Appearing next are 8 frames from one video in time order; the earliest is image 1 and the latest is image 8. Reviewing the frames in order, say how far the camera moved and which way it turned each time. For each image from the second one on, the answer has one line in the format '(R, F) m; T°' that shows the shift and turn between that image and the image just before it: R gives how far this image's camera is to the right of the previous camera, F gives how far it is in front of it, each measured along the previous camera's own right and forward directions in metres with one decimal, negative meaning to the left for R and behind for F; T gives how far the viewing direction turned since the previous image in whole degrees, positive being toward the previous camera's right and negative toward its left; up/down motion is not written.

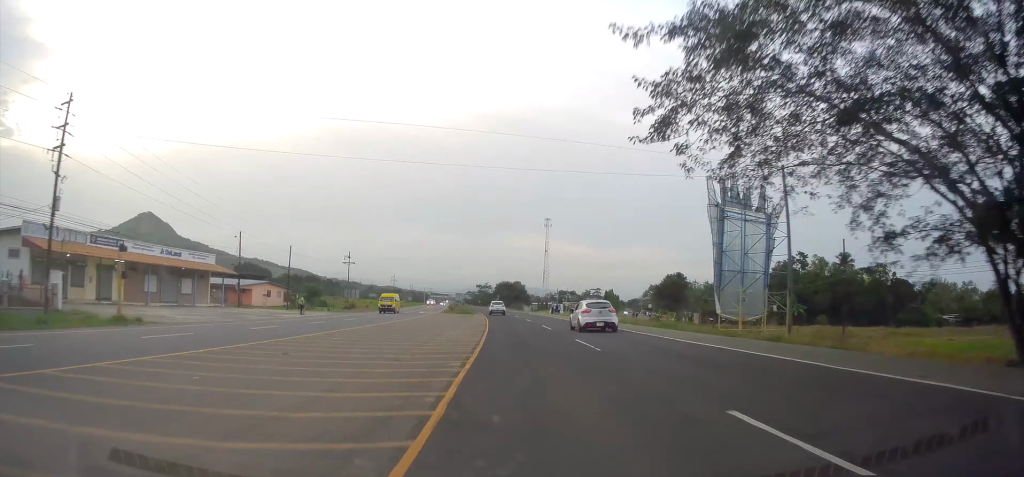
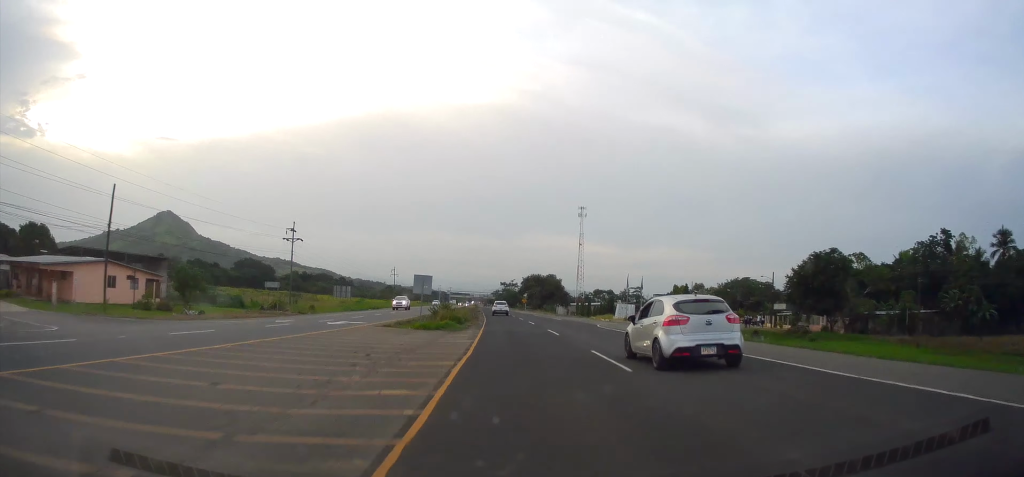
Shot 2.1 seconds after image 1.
(-0.3, +46.7) m; -2°
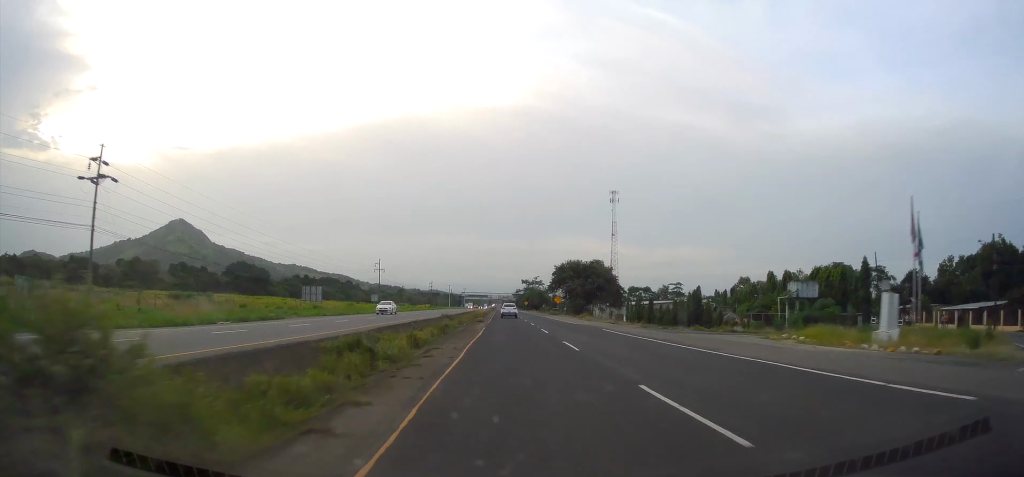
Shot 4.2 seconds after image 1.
(-1.4, +47.0) m; -3°
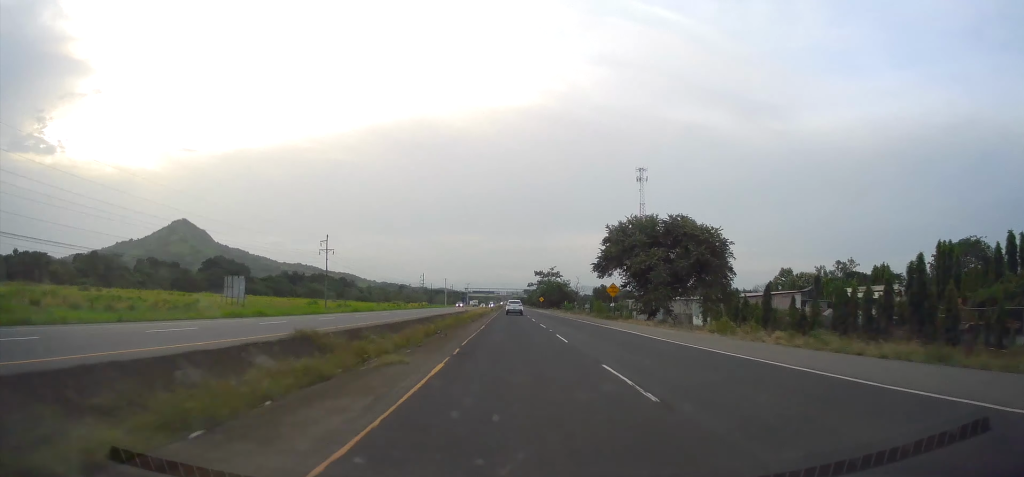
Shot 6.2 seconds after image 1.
(-0.6, +45.7) m; -1°
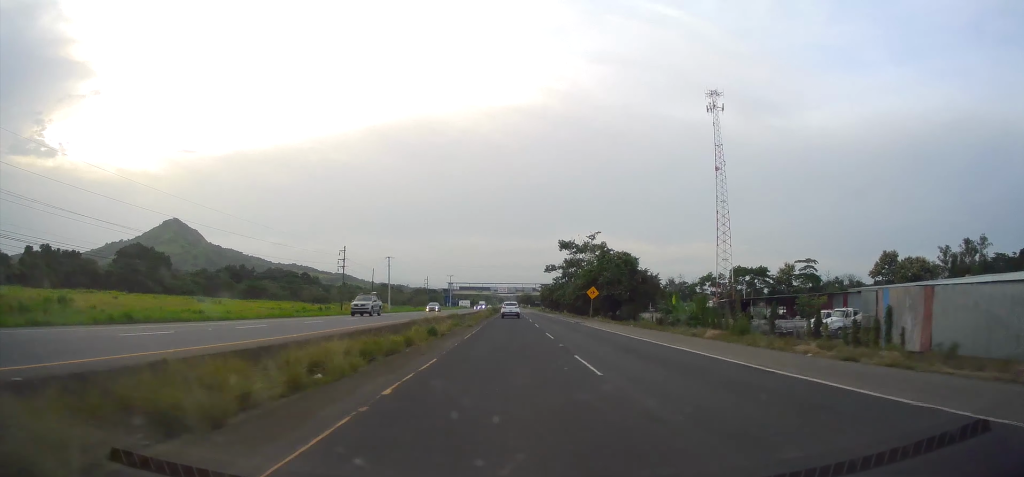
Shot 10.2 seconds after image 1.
(-0.5, +93.0) m; -1°
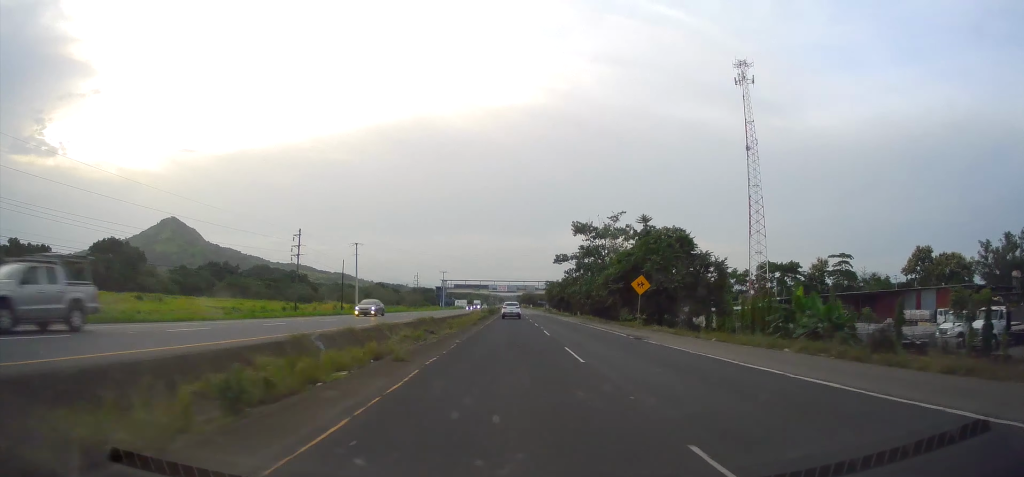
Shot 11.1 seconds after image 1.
(0.0, +21.5) m; 0°
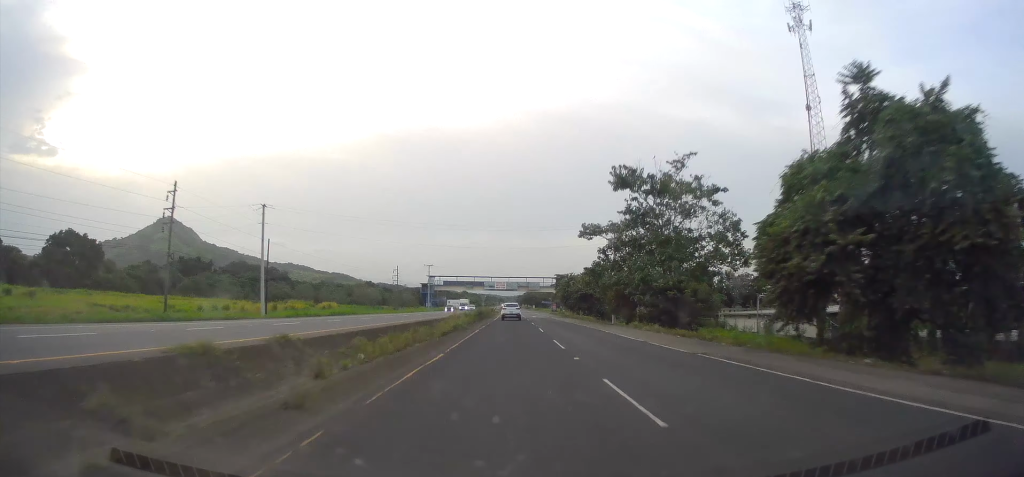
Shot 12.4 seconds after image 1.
(-0.1, +31.4) m; -1°
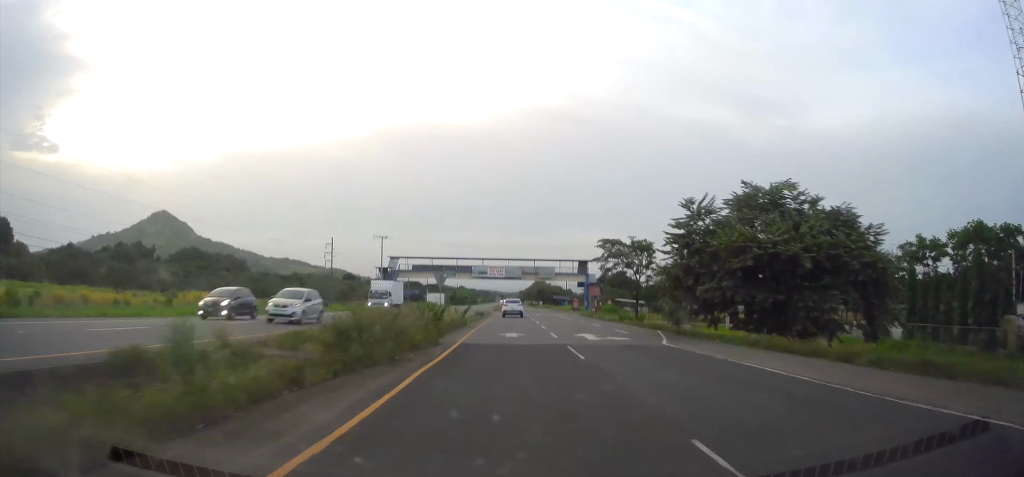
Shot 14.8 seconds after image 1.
(-0.6, +54.6) m; 0°
